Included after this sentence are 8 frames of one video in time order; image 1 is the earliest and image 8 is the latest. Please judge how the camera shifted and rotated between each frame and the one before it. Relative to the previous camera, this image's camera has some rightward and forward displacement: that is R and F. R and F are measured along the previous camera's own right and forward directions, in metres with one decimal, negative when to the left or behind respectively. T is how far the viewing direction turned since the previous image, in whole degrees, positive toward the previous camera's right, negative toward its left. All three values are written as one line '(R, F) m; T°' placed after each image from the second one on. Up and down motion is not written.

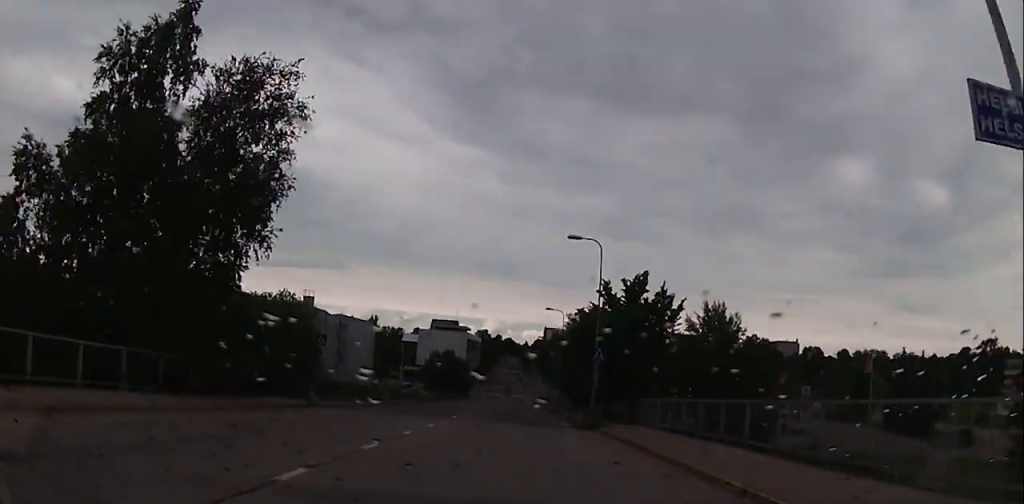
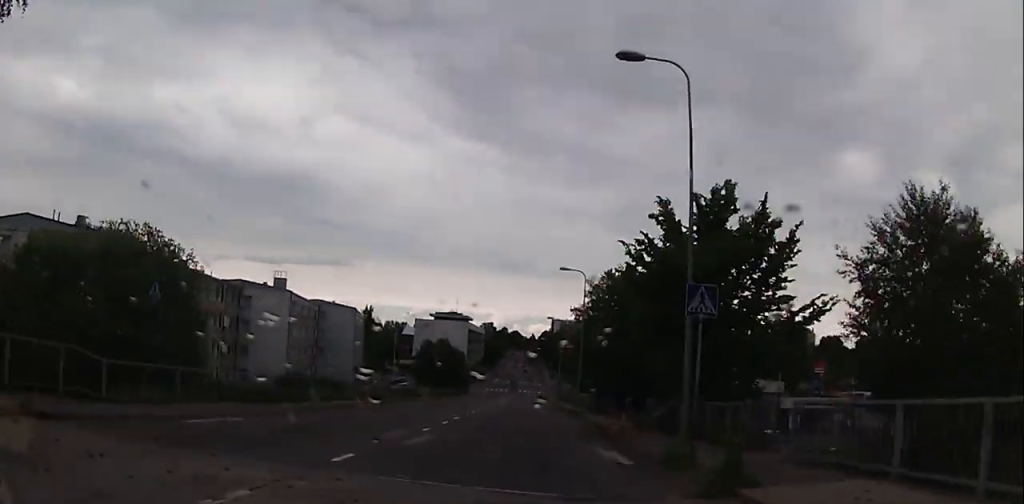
(-0.2, +17.0) m; -2°
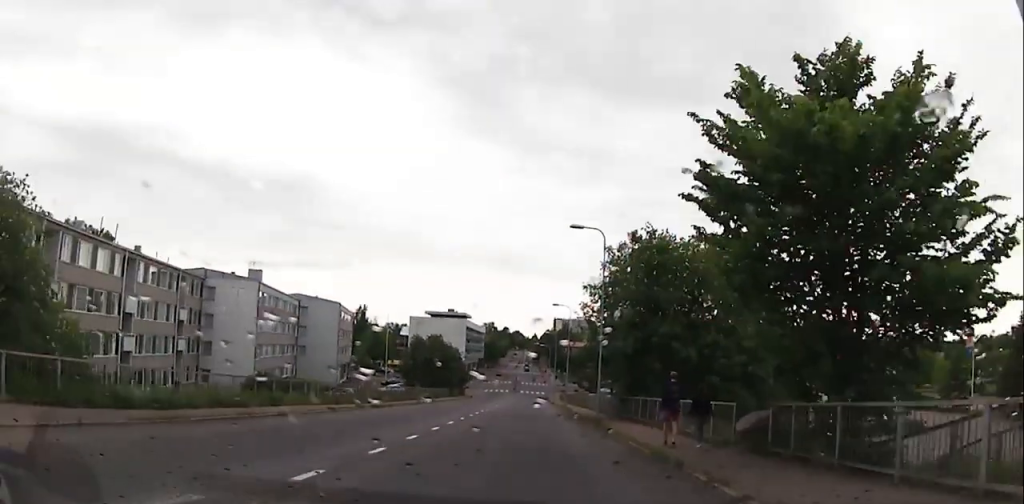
(-0.1, +10.2) m; 0°
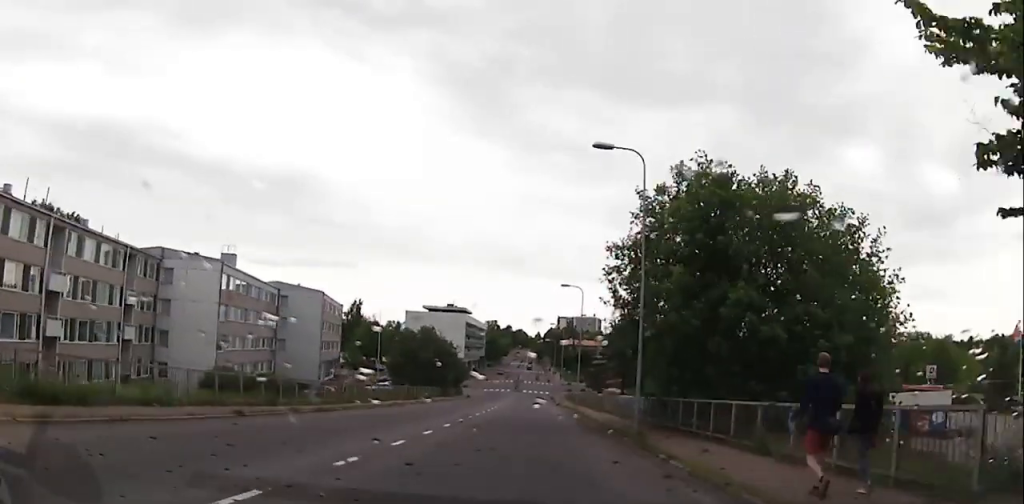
(0.0, +9.8) m; 0°
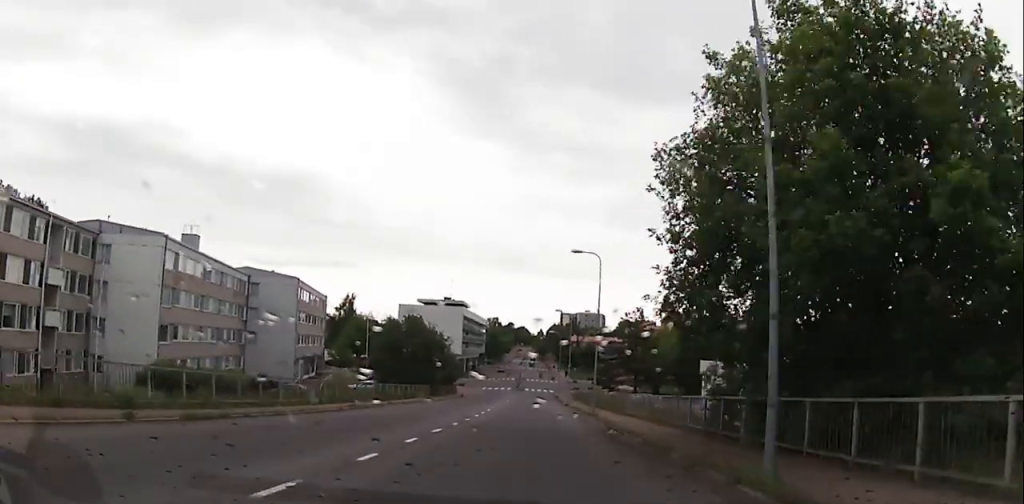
(0.0, +10.6) m; 0°
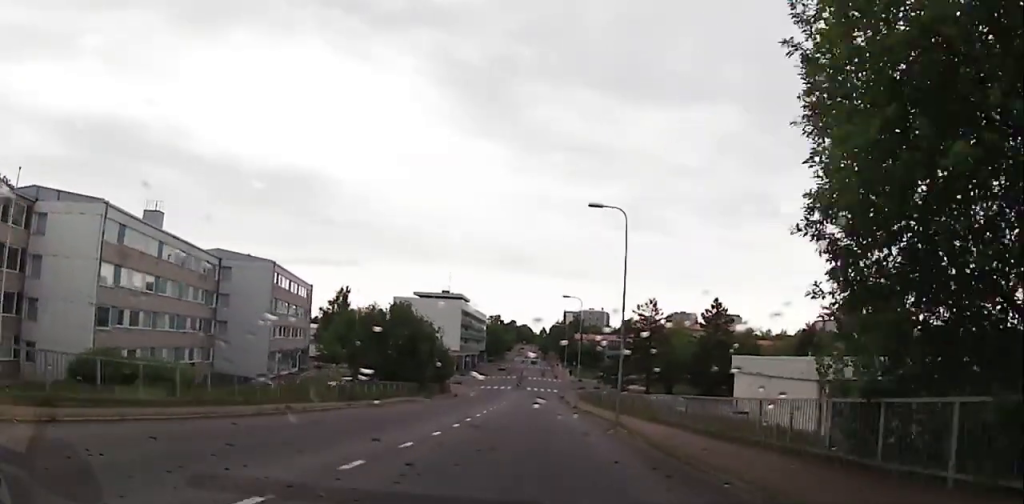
(0.0, +8.7) m; 0°
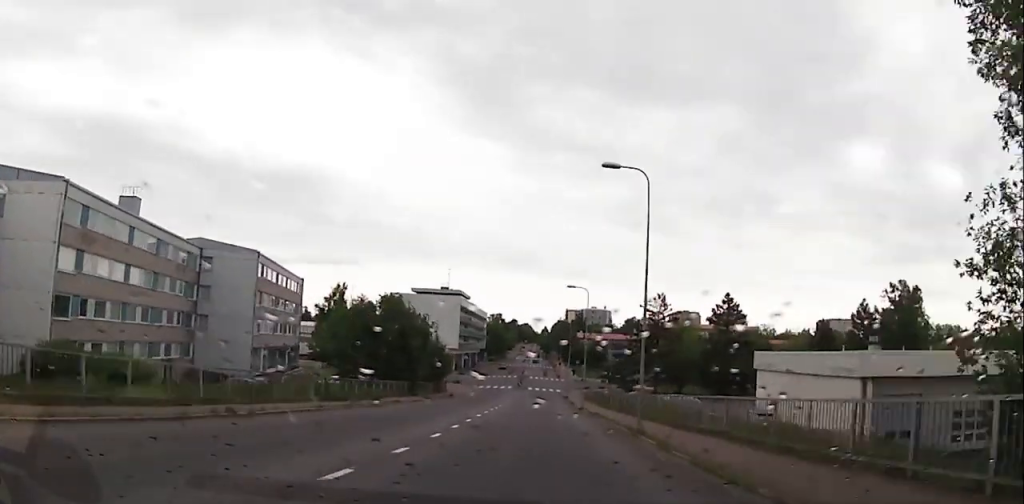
(0.0, +4.8) m; 0°
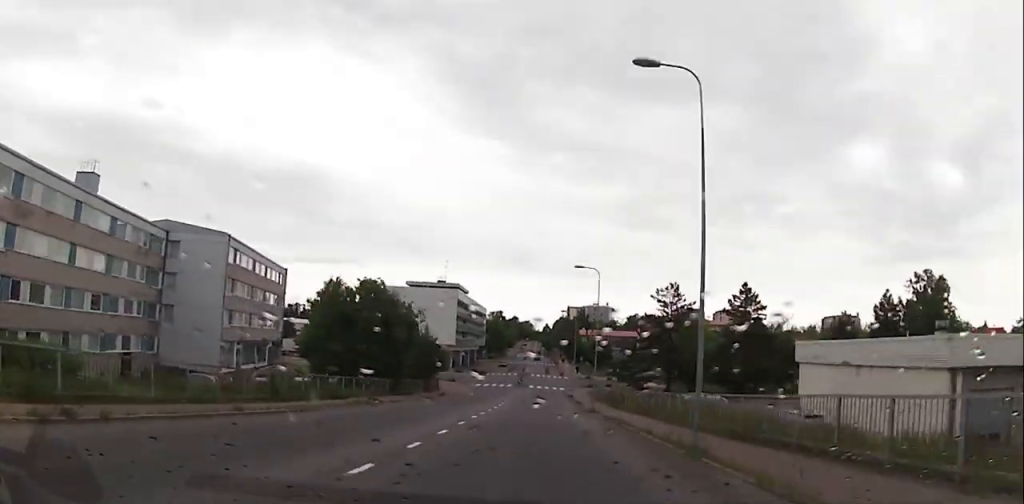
(0.0, +7.2) m; 0°
